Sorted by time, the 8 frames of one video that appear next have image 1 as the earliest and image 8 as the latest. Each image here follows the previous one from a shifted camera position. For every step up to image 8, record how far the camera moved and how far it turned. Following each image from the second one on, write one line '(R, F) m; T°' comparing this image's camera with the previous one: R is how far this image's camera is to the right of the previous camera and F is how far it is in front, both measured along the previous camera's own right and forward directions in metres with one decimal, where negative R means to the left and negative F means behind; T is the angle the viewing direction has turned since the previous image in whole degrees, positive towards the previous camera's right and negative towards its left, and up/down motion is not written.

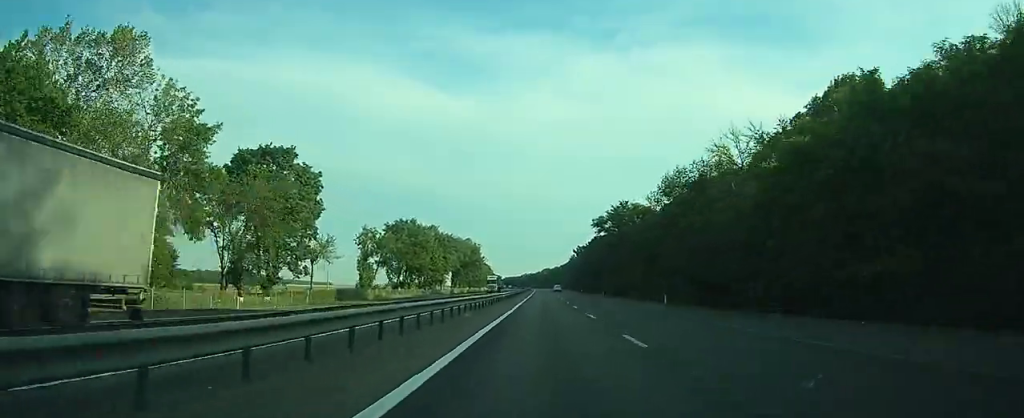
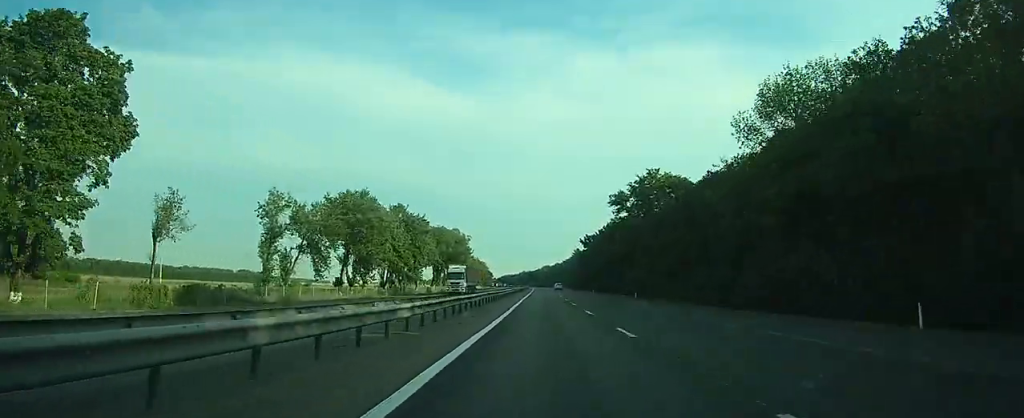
(0.0, +34.0) m; 0°
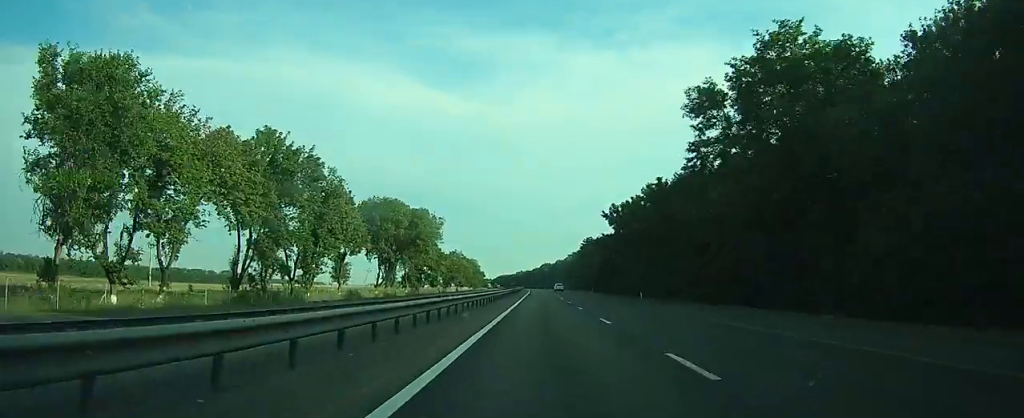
(0.0, +54.8) m; 0°
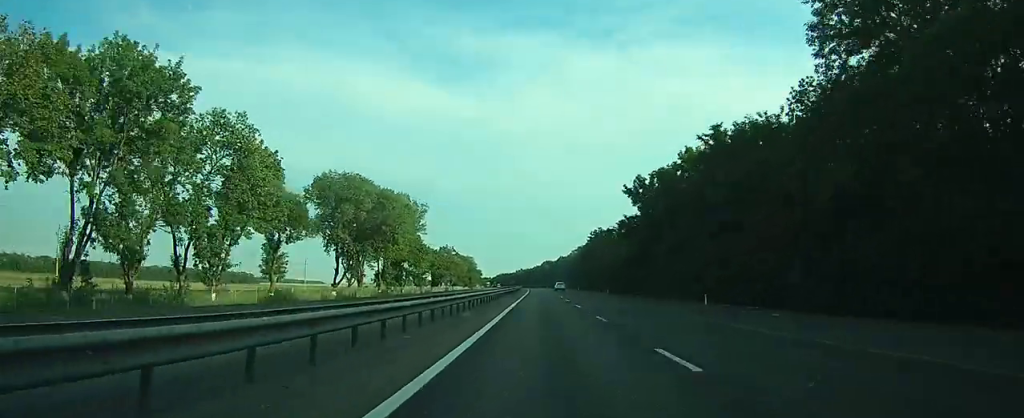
(0.0, +23.2) m; 0°
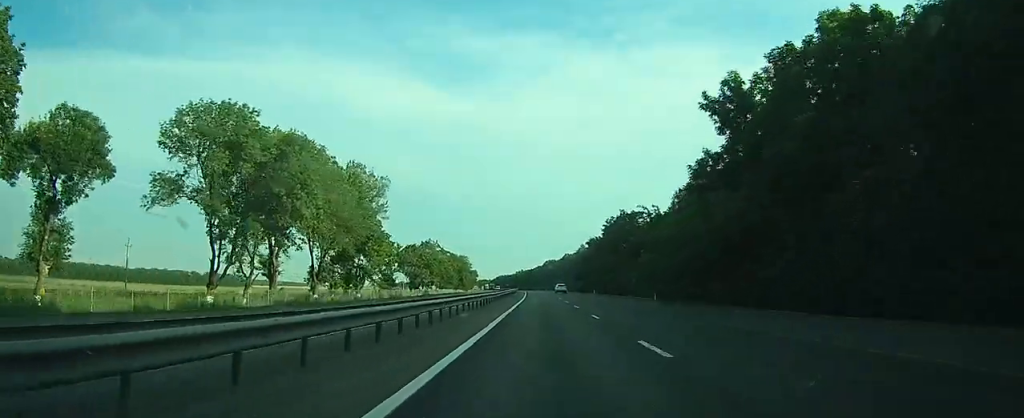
(-0.1, +34.3) m; 0°
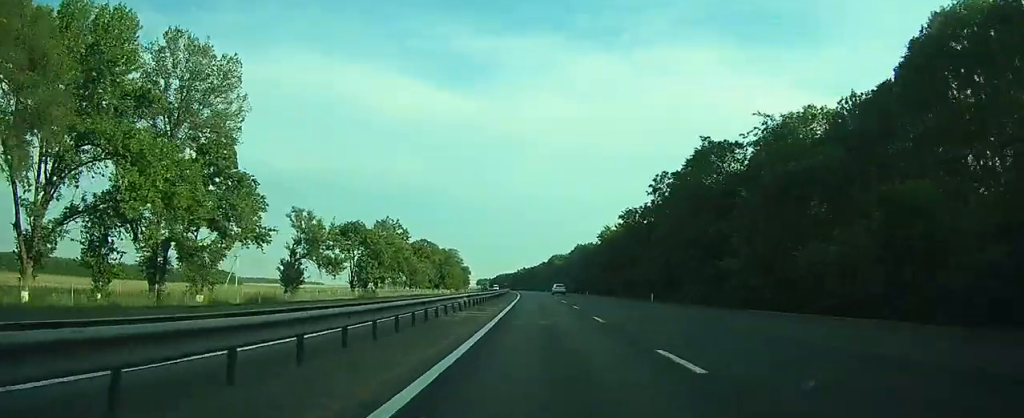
(-0.1, +50.2) m; 0°
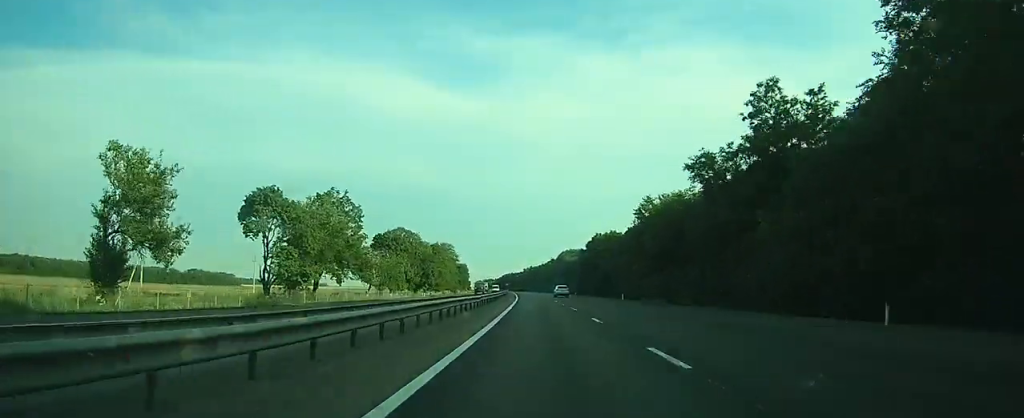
(0.0, +35.5) m; -1°
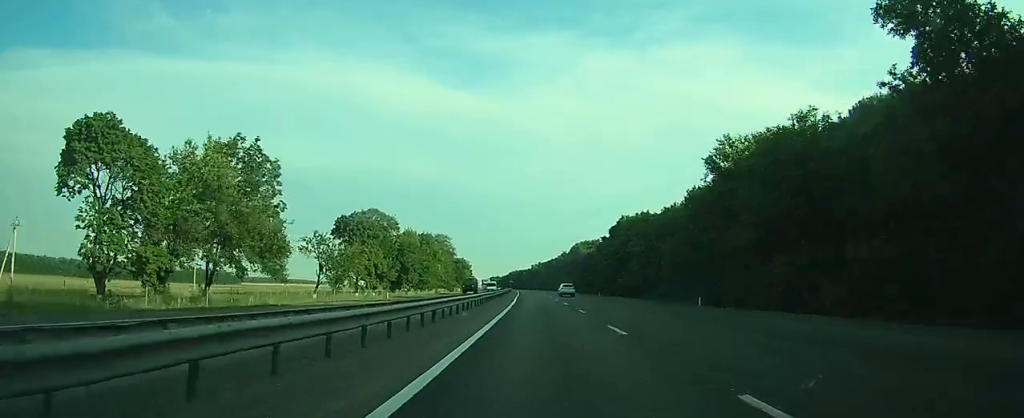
(-0.3, +29.4) m; -1°
